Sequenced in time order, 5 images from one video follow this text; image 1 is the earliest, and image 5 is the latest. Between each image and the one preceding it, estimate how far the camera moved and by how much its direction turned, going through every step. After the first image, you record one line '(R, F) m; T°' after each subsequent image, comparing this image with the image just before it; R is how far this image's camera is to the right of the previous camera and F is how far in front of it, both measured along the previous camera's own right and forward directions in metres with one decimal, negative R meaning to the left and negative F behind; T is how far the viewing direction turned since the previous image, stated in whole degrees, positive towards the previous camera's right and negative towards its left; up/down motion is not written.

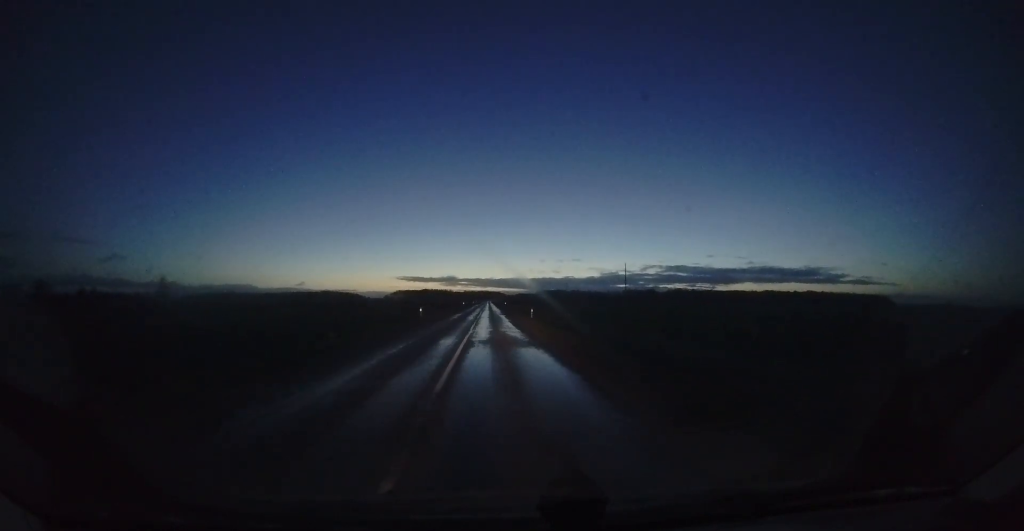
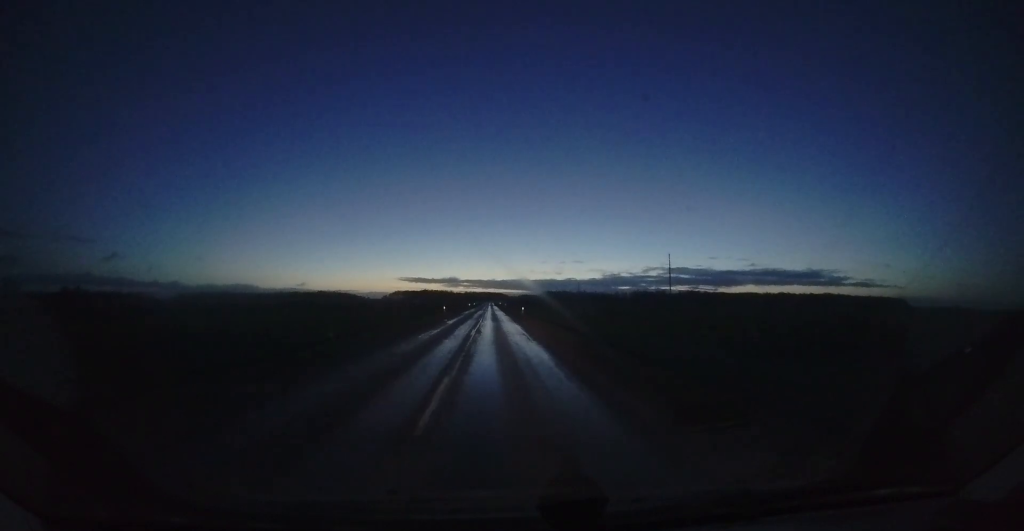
(+0.1, +38.0) m; +1°
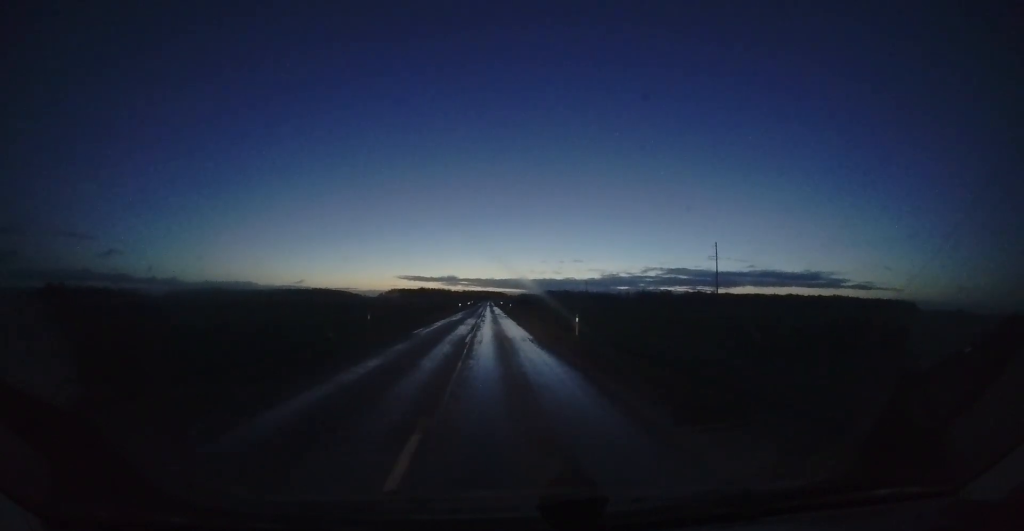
(-0.2, +26.9) m; 0°
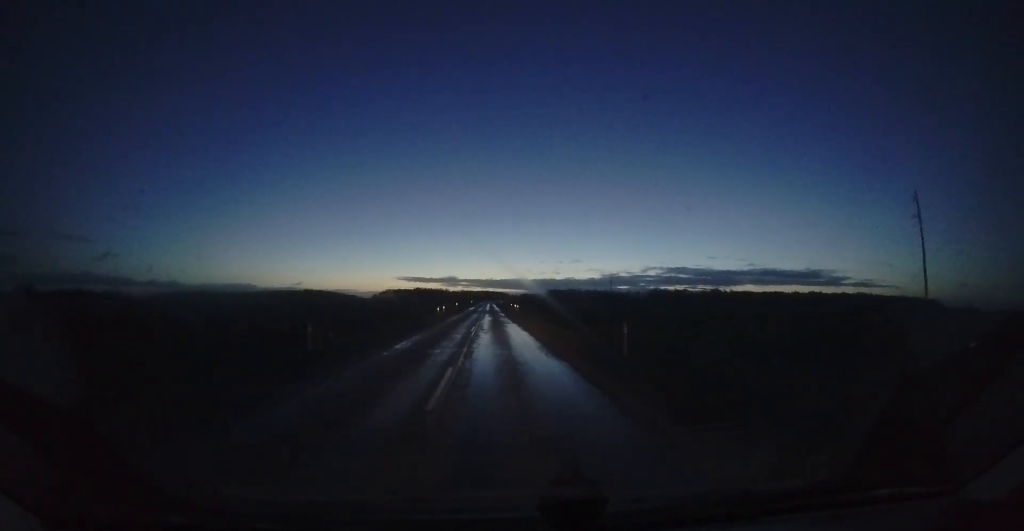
(+1.2, +55.9) m; +1°
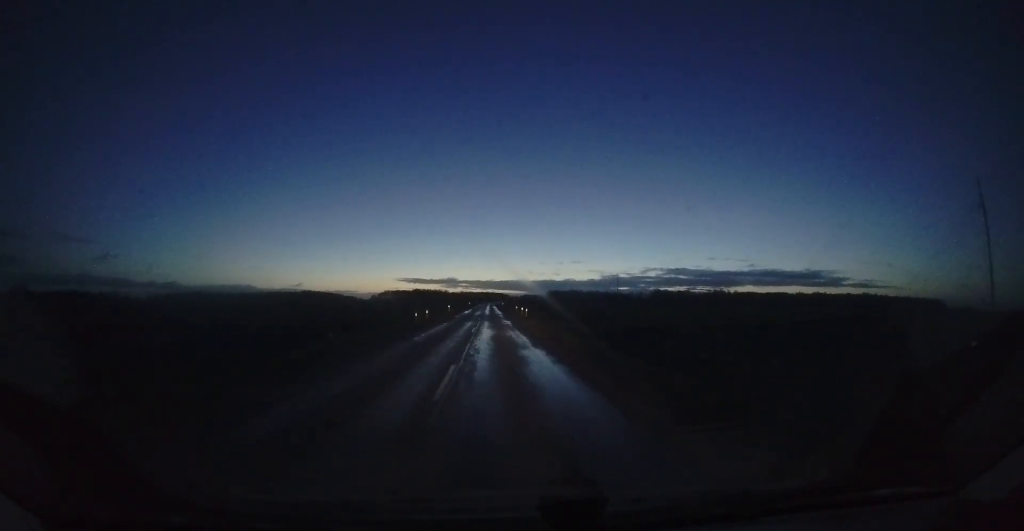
(0.0, +11.6) m; 0°
